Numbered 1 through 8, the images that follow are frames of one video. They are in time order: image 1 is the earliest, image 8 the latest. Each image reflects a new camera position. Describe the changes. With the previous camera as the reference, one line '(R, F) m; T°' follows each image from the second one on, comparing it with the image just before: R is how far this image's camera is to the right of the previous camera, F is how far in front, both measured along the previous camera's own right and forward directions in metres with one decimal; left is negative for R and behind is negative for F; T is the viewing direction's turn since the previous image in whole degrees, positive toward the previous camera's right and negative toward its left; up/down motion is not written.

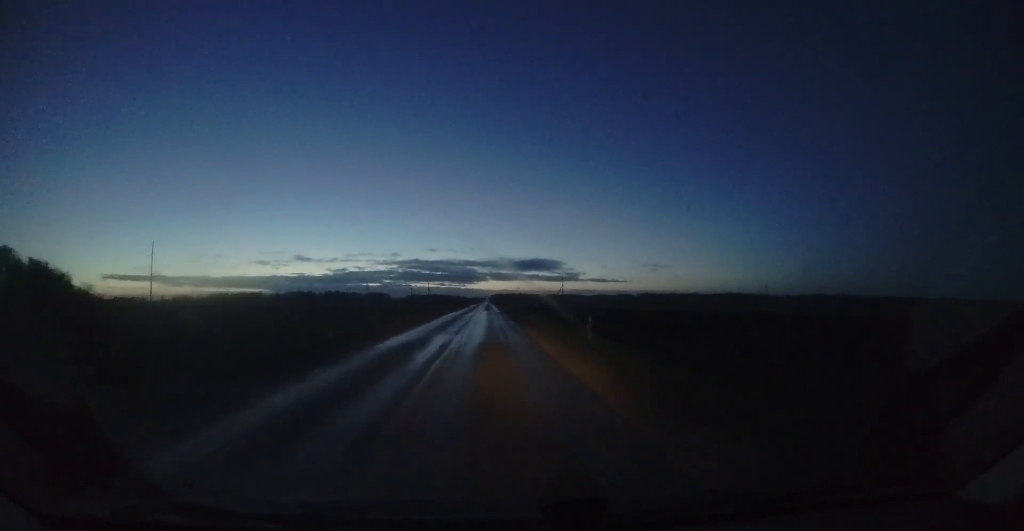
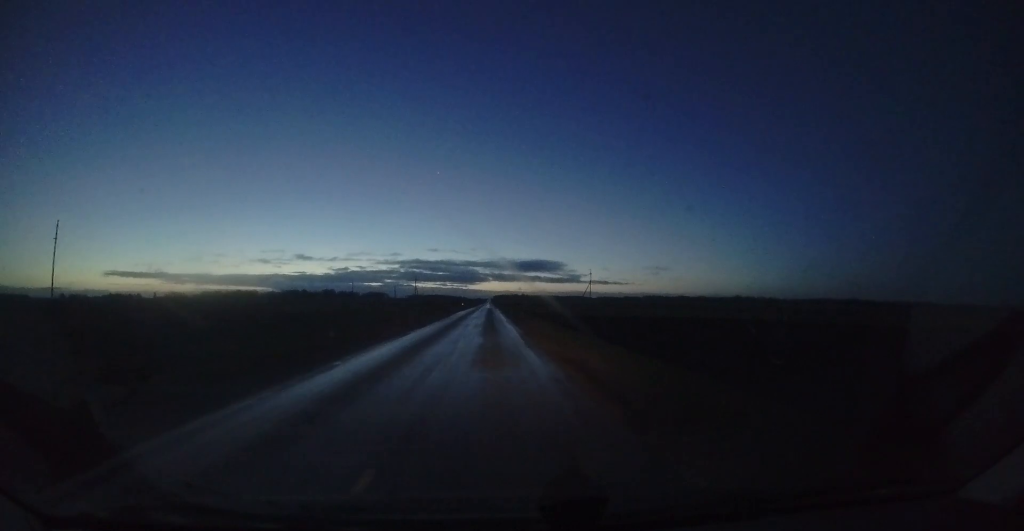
(0.0, +34.4) m; +1°
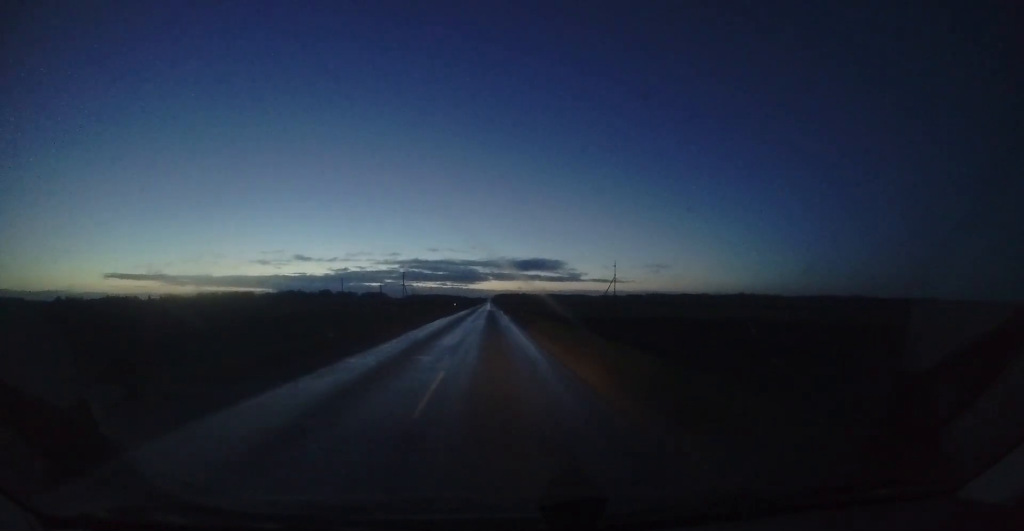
(+0.2, +19.5) m; 0°
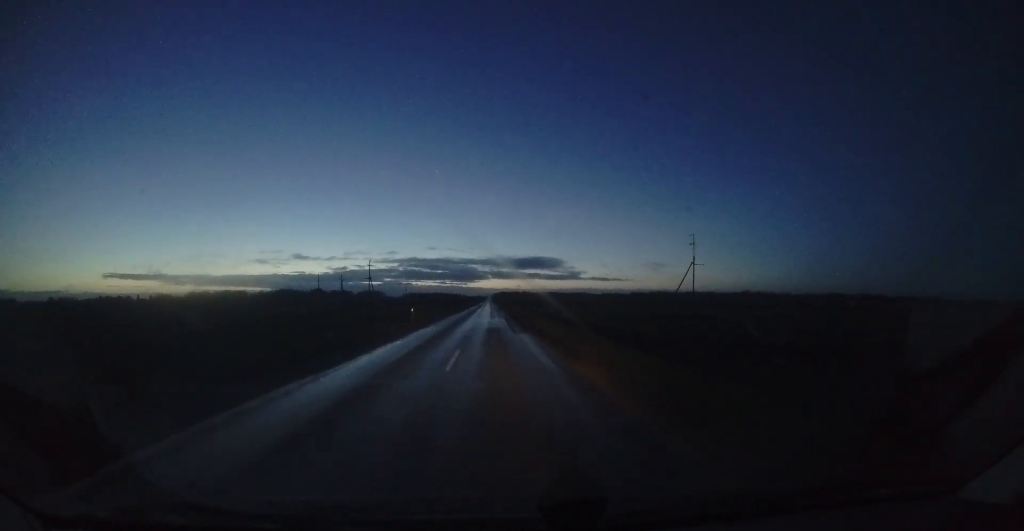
(+0.1, +32.7) m; 0°
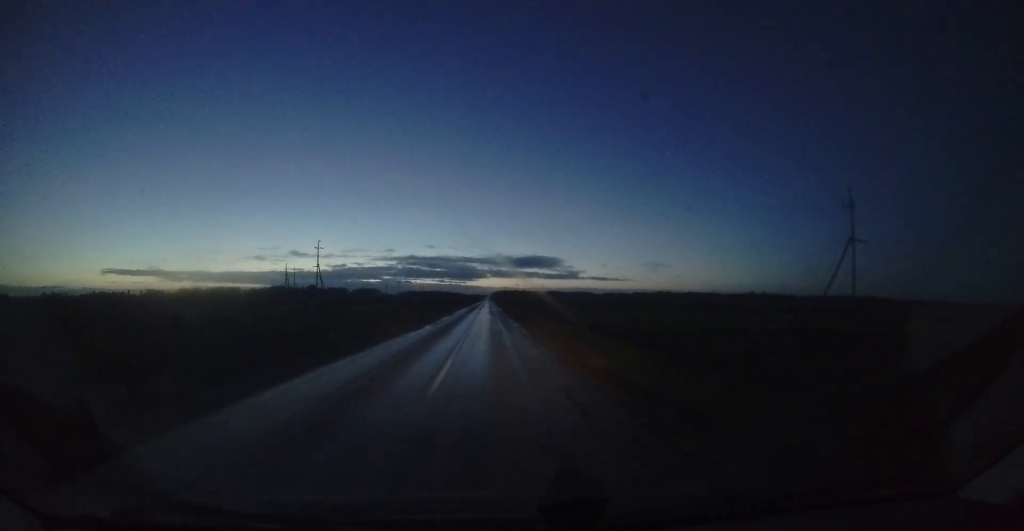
(-0.2, +25.7) m; 0°
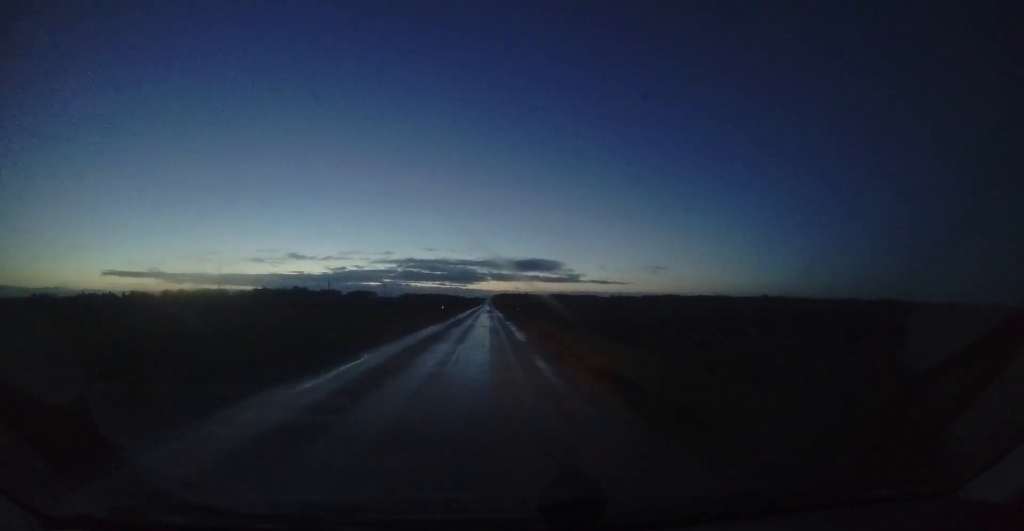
(+1.1, +55.6) m; 0°
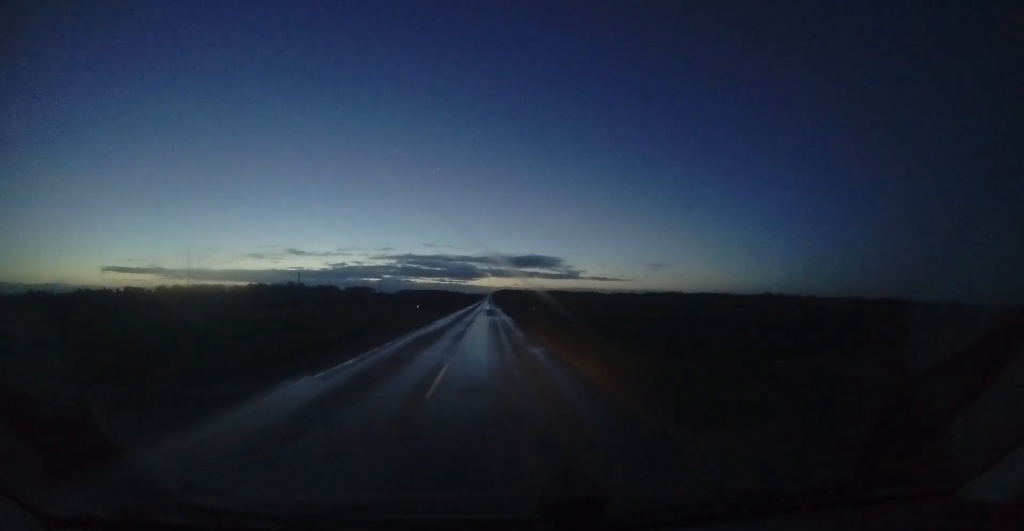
(-0.3, +15.9) m; -1°
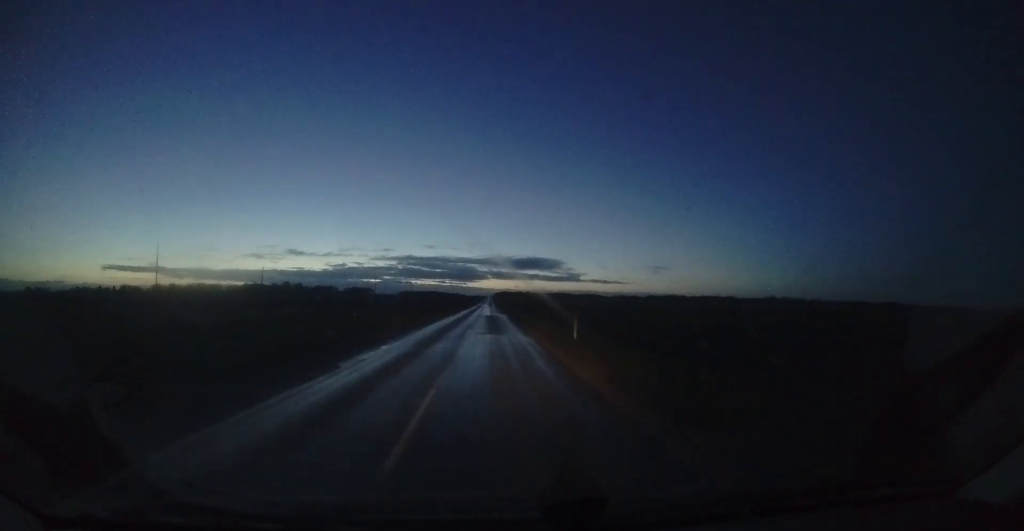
(-0.1, +14.1) m; -1°
